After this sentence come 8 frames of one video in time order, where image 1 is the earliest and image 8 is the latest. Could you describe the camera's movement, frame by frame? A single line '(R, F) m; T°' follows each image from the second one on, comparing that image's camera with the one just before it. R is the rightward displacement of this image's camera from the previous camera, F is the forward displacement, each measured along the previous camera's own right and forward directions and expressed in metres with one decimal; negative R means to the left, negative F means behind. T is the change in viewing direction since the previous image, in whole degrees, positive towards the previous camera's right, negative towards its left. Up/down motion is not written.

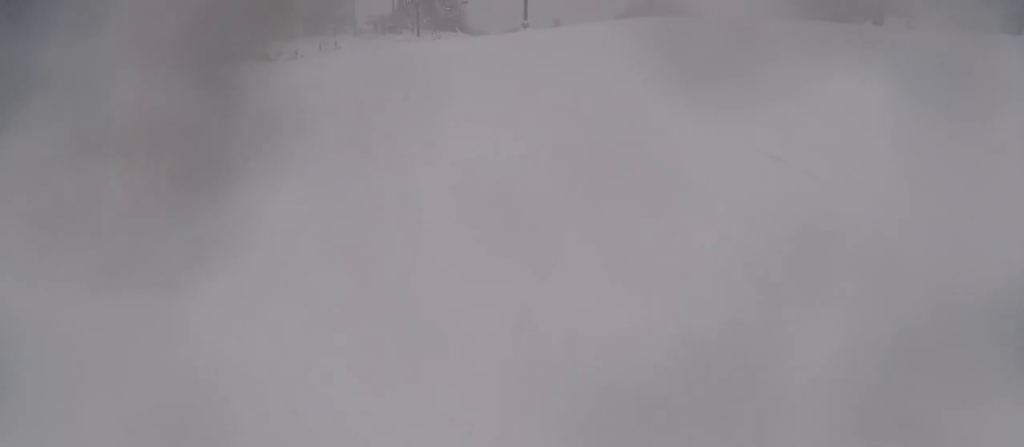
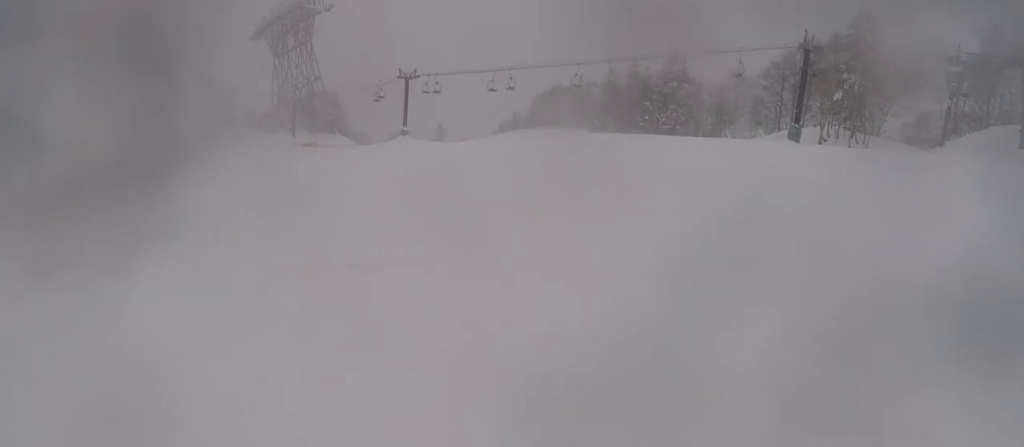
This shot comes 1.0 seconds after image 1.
(-0.1, +8.5) m; -8°
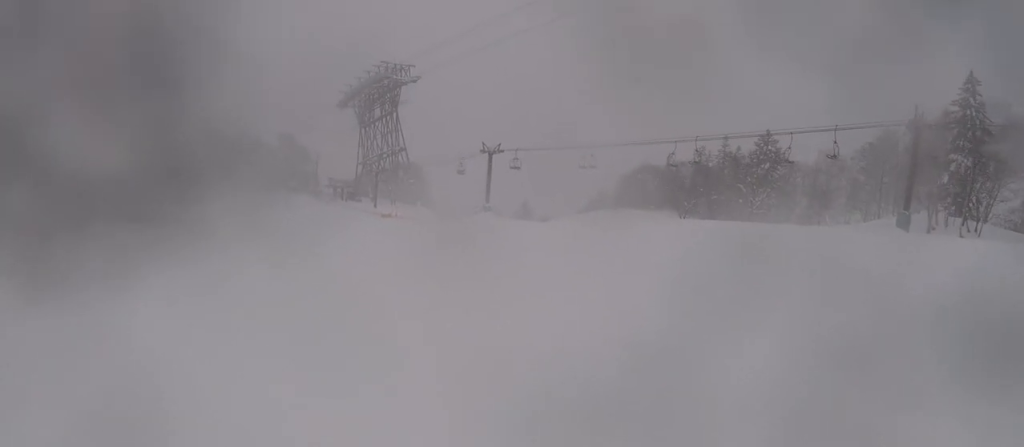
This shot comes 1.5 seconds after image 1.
(0.0, +3.7) m; -6°
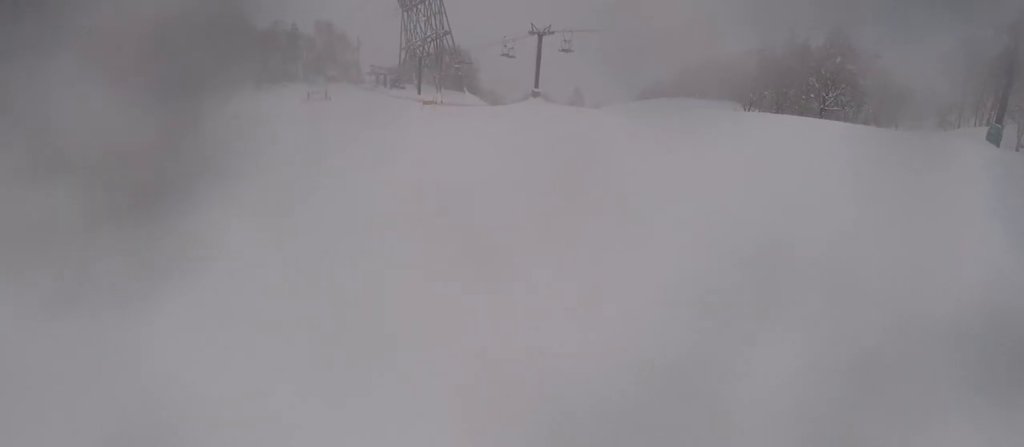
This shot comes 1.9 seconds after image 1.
(-0.4, +3.2) m; -4°
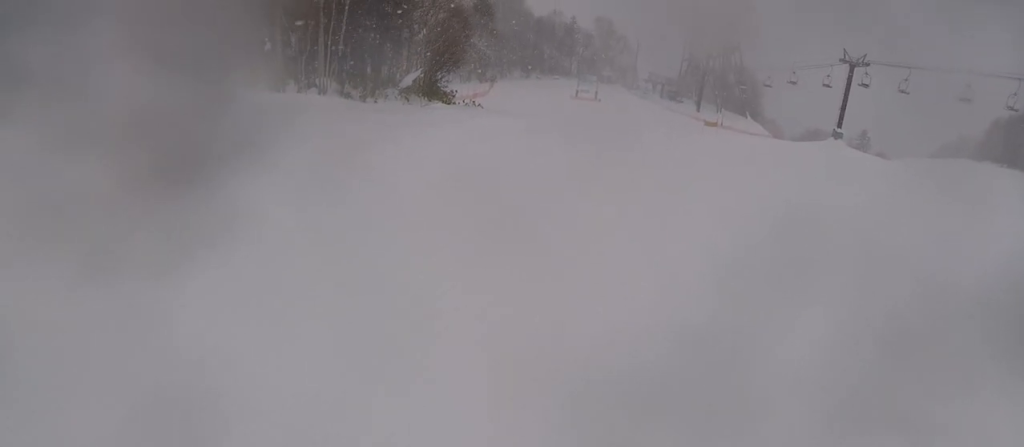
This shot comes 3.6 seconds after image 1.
(-1.0, +11.8) m; -6°
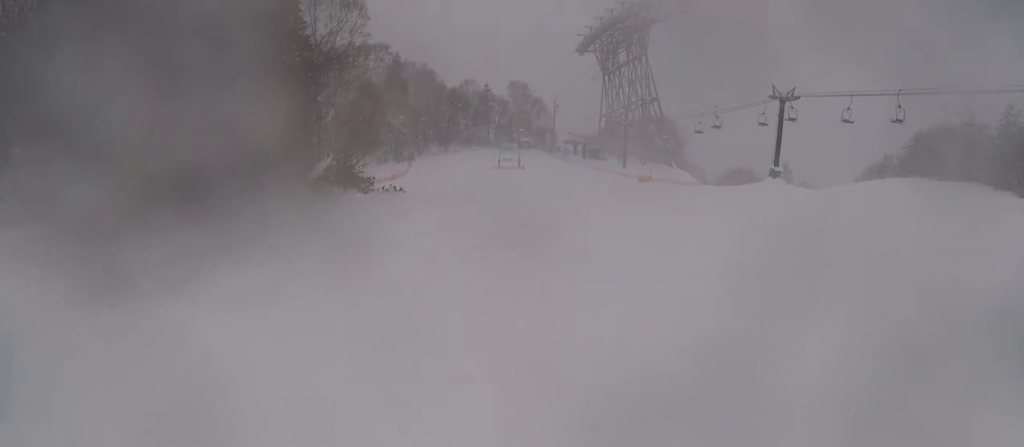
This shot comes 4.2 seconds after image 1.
(+0.1, +4.4) m; -5°
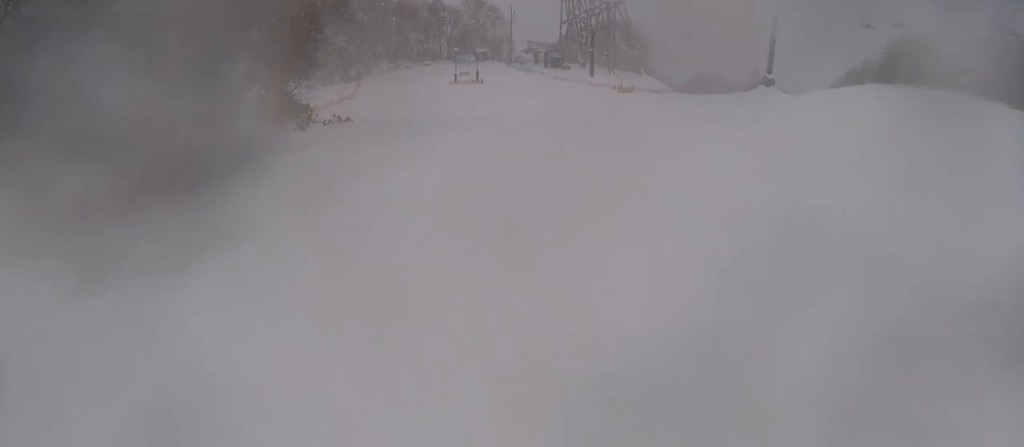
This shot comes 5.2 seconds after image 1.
(-0.7, +6.4) m; -1°
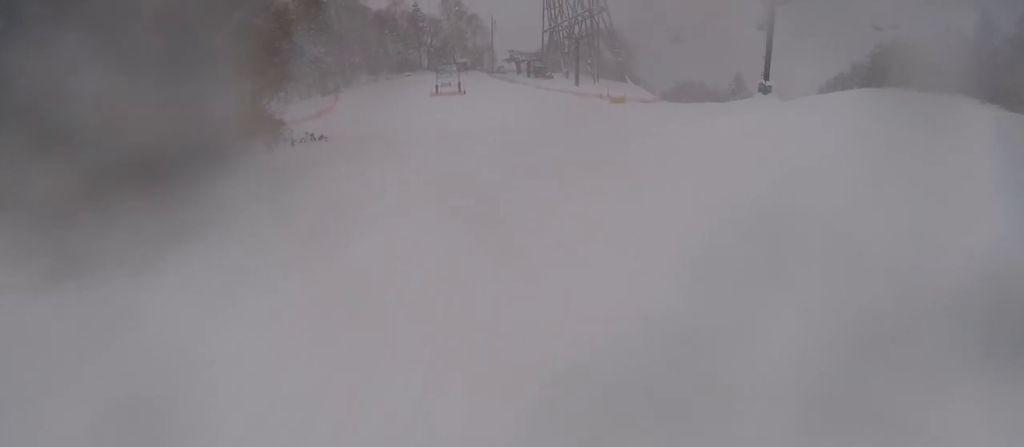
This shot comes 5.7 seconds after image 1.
(0.0, +3.3) m; +5°
